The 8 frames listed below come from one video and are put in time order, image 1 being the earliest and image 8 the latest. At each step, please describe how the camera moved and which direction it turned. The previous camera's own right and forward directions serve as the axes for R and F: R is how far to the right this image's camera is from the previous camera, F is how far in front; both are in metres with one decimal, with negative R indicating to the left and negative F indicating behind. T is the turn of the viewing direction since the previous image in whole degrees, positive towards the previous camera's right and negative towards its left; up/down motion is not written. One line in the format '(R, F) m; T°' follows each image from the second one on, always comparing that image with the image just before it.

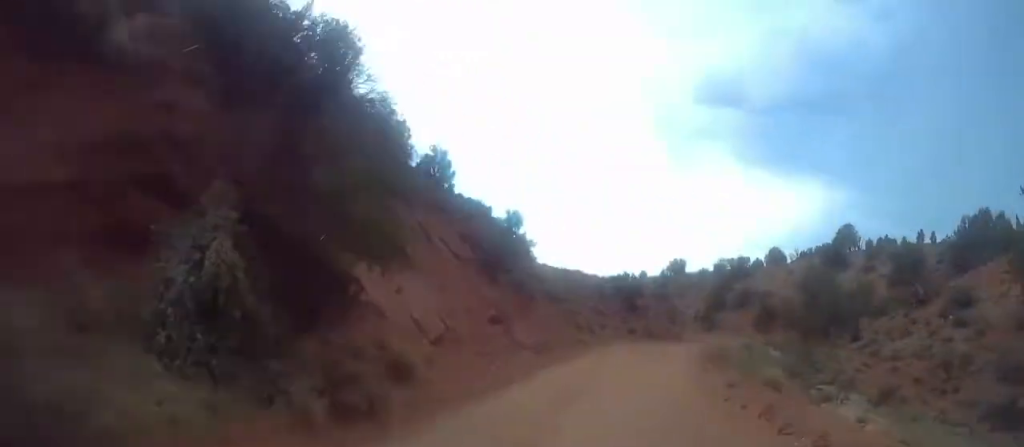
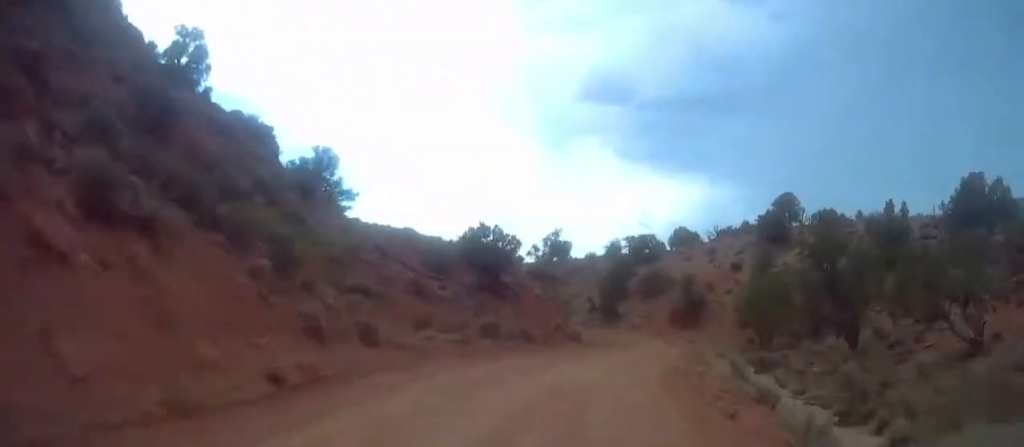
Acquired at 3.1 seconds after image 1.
(-0.3, +27.8) m; +6°
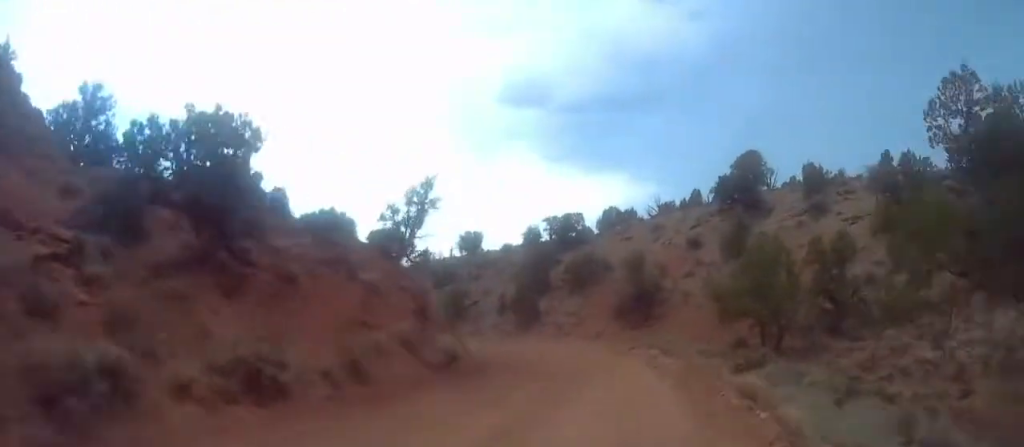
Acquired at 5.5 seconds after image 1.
(+2.1, +21.5) m; -2°
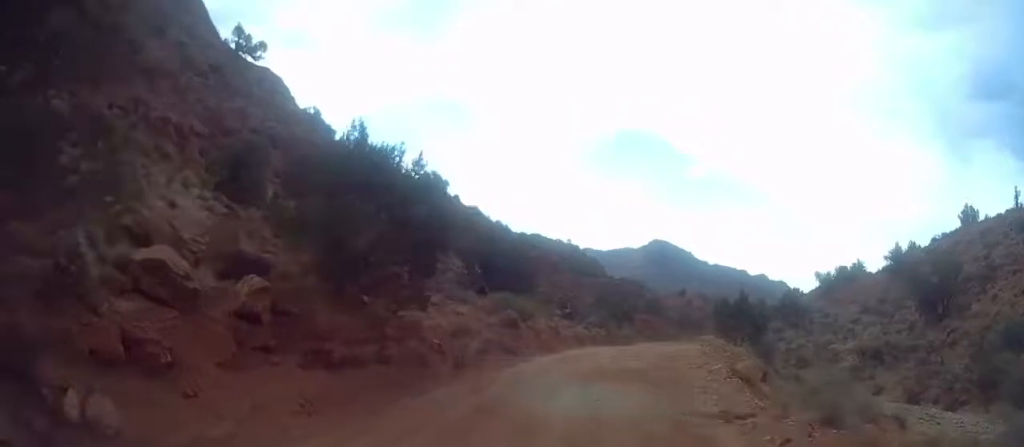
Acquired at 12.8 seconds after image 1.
(-10.6, +64.8) m; -20°
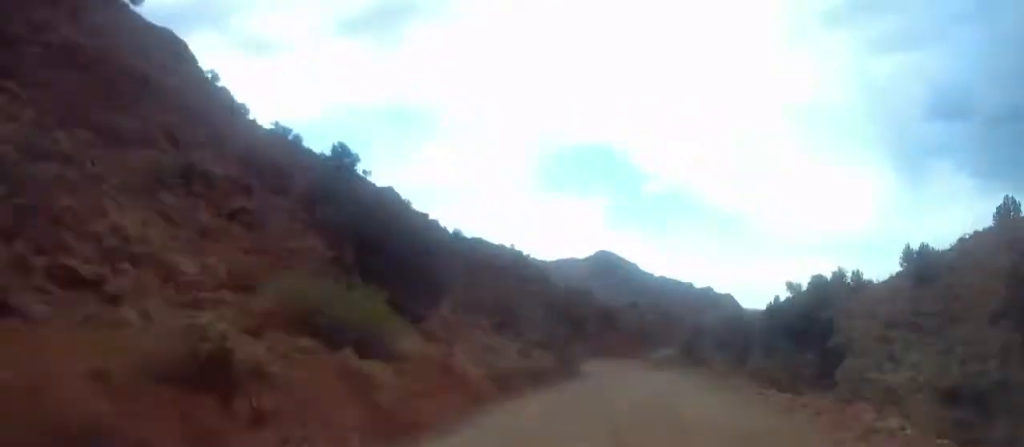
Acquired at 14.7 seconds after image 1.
(-1.0, +17.5) m; -2°
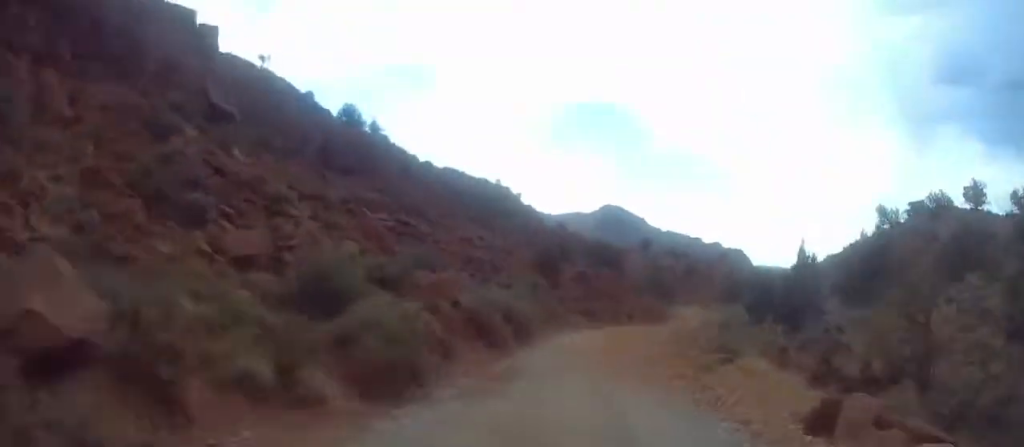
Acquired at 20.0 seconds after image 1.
(-0.8, +50.5) m; 0°
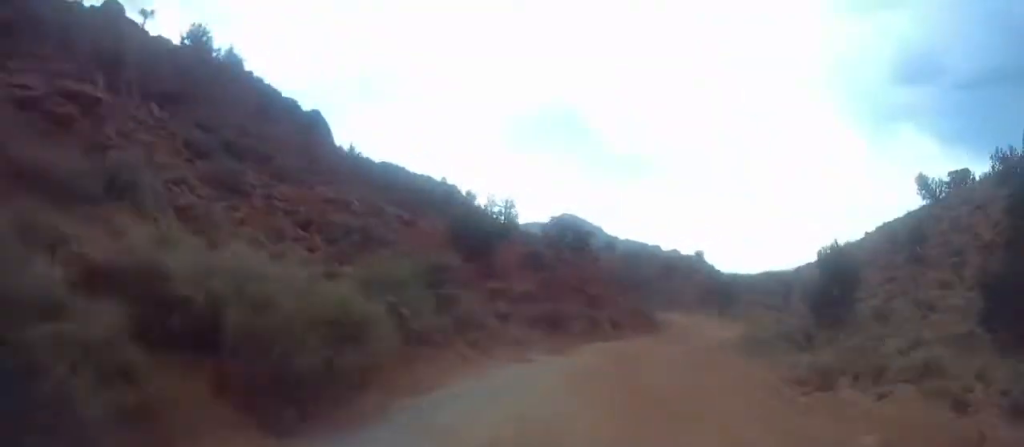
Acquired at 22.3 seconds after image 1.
(-0.3, +21.4) m; +3°
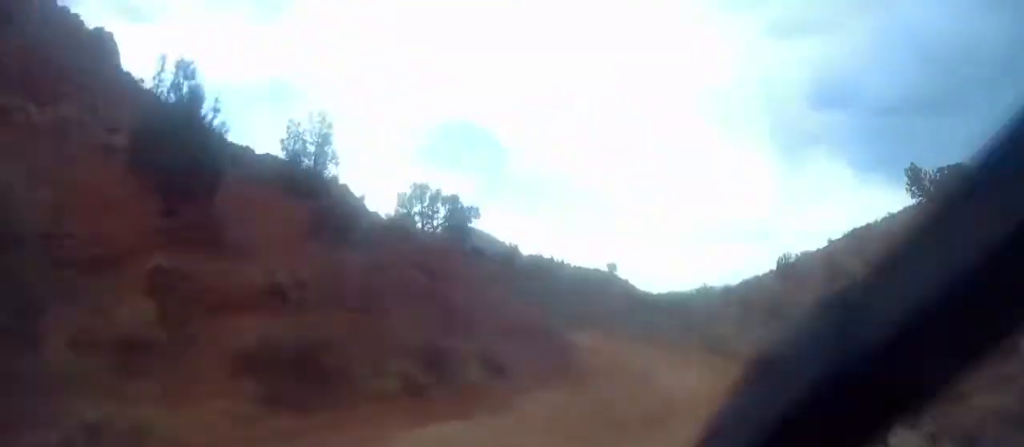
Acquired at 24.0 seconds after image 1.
(0.0, +16.2) m; +2°
